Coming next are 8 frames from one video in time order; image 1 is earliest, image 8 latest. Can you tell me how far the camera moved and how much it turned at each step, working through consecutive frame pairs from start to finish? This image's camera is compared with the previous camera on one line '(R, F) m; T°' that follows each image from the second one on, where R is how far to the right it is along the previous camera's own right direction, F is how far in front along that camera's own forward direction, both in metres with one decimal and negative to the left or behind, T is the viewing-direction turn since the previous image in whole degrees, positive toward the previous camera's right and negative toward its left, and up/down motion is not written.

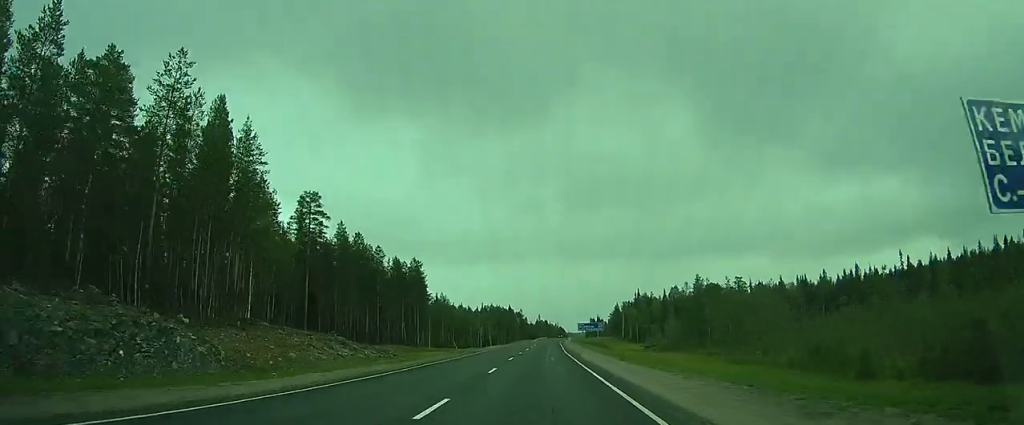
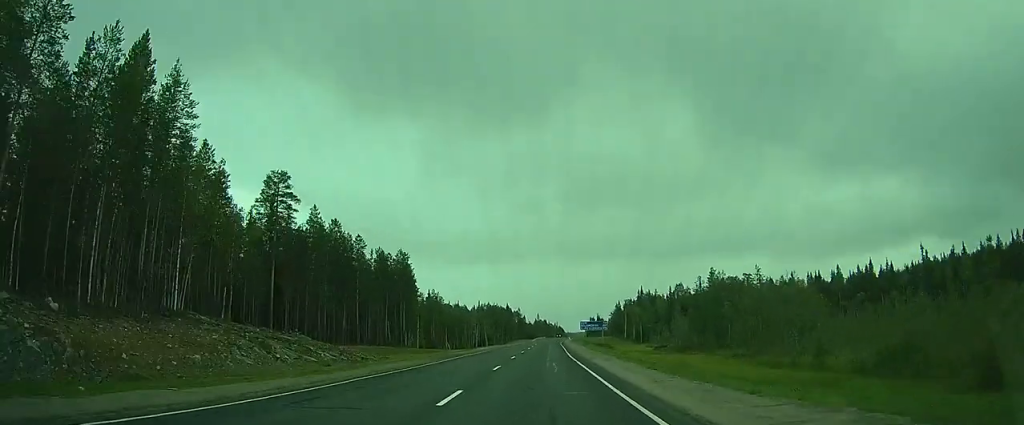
(0.0, +8.7) m; 0°
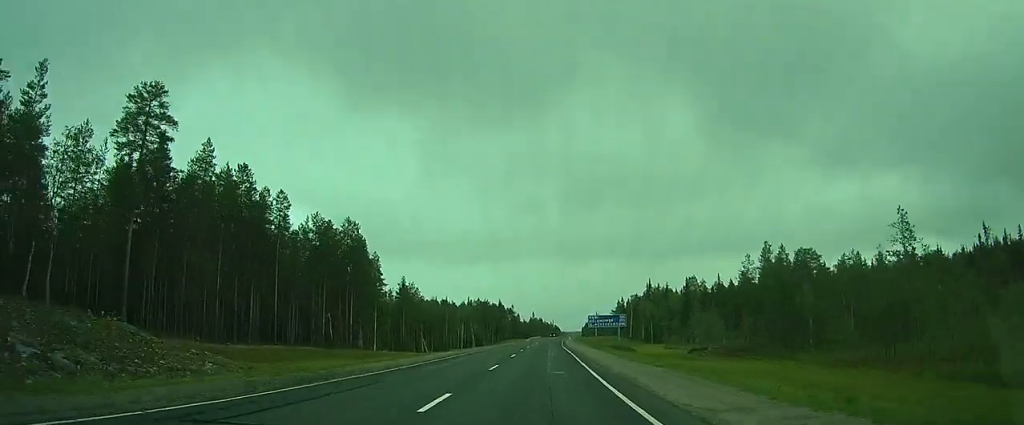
(0.0, +22.1) m; 0°
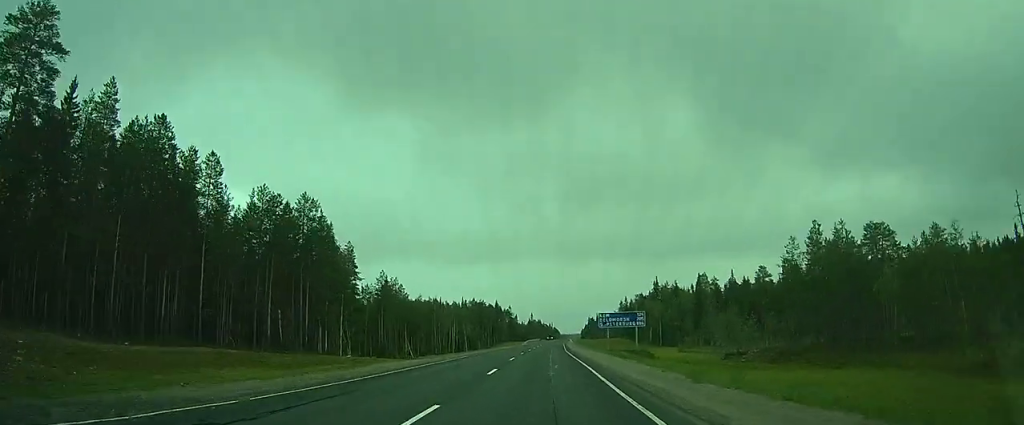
(0.0, +12.3) m; 0°
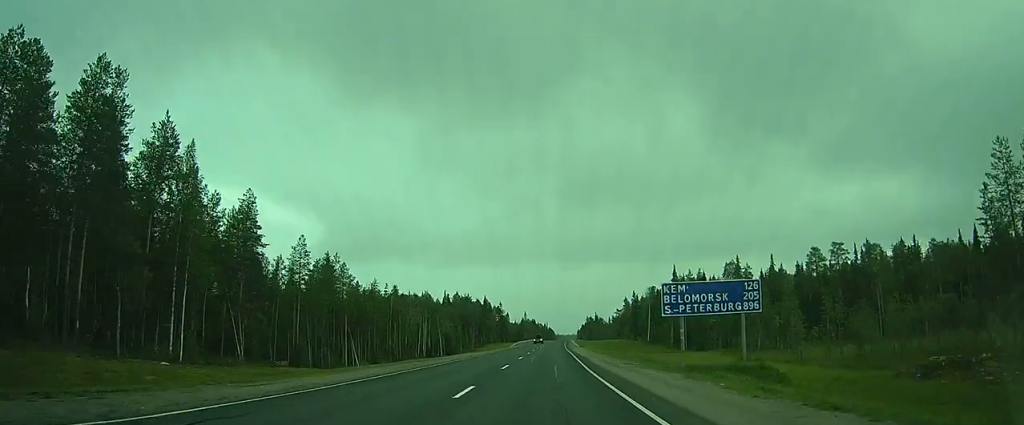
(+0.2, +28.6) m; +2°
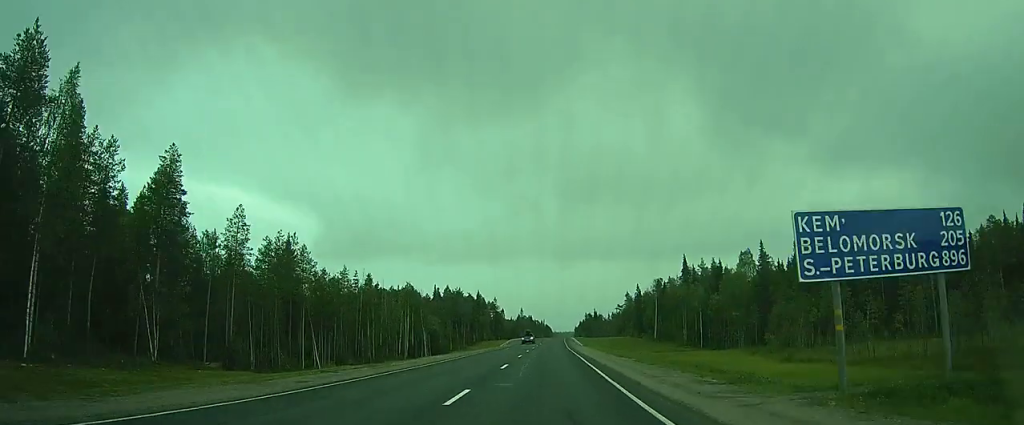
(+0.2, +13.0) m; +1°
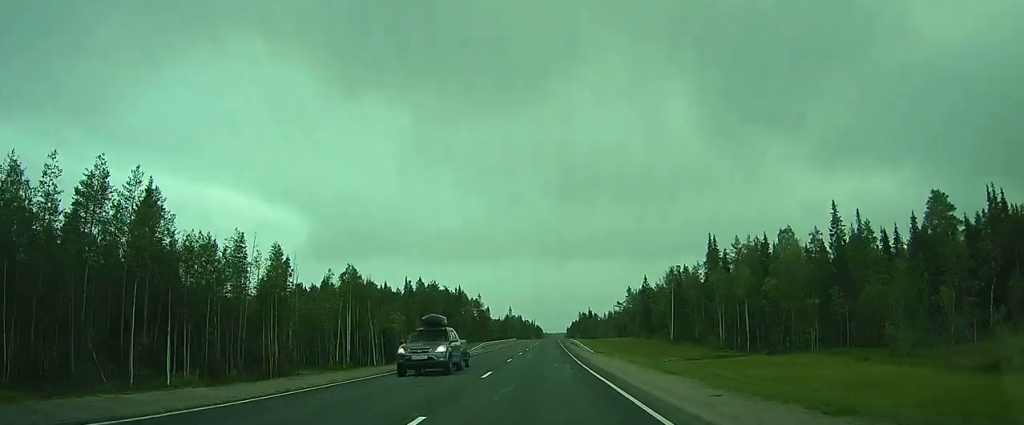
(+0.3, +27.1) m; +1°
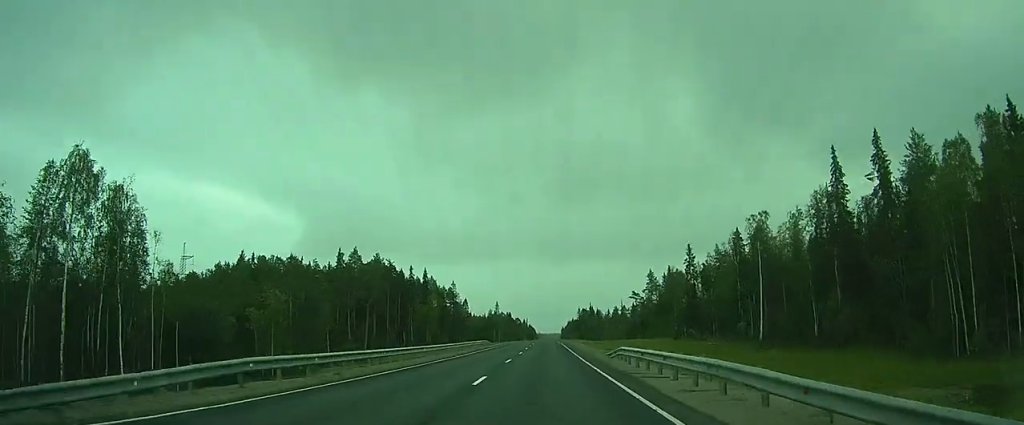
(+0.6, +50.2) m; +1°
